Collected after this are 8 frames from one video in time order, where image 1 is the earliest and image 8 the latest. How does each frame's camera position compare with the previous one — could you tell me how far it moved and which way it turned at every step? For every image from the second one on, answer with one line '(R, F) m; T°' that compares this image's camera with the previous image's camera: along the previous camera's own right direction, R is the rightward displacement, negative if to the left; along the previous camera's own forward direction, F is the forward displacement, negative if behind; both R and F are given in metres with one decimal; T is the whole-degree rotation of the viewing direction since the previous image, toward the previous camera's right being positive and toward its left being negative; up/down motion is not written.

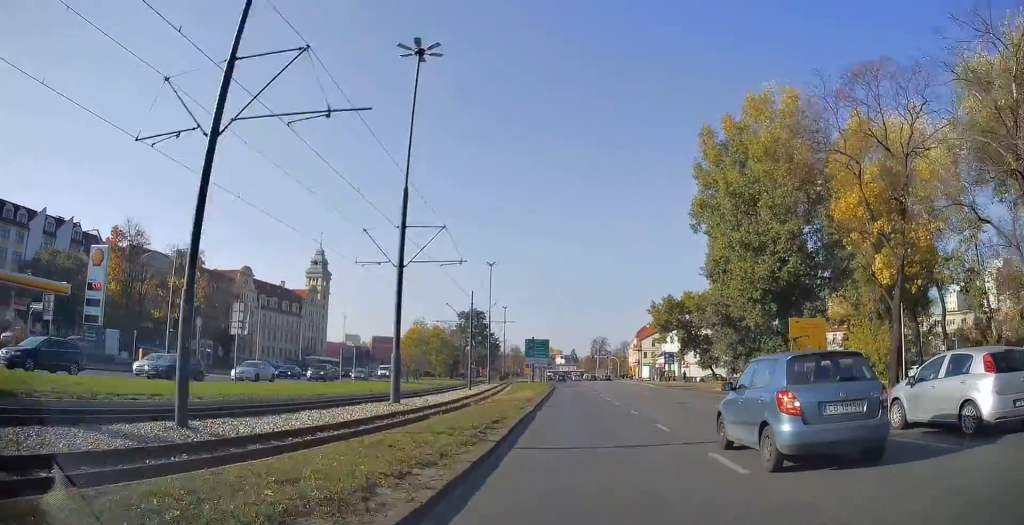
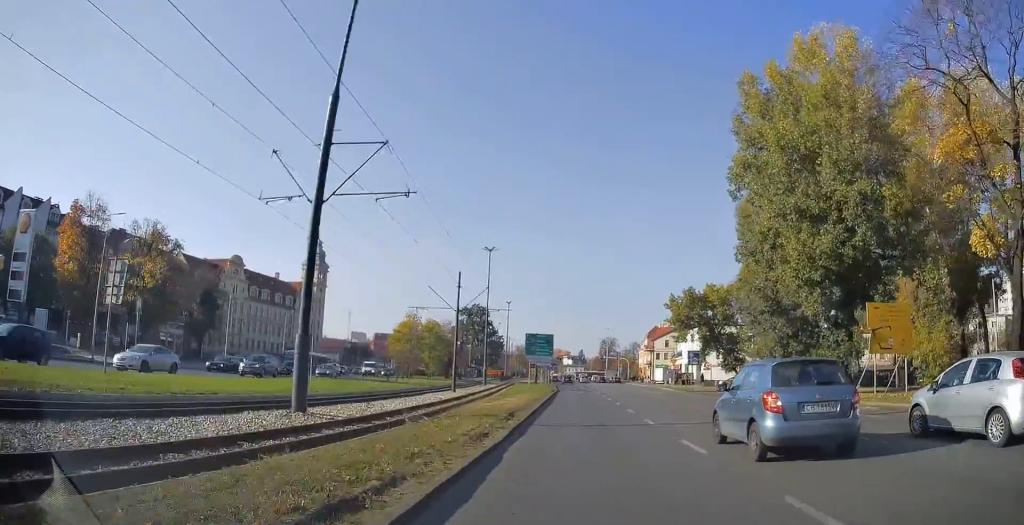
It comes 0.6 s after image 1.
(-0.2, +9.5) m; -1°
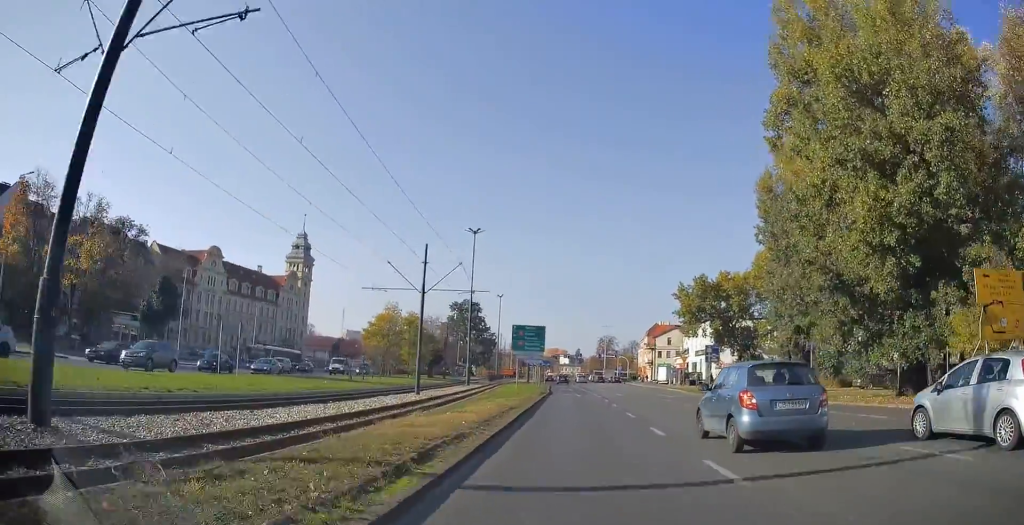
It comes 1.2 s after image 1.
(-0.3, +9.0) m; 0°
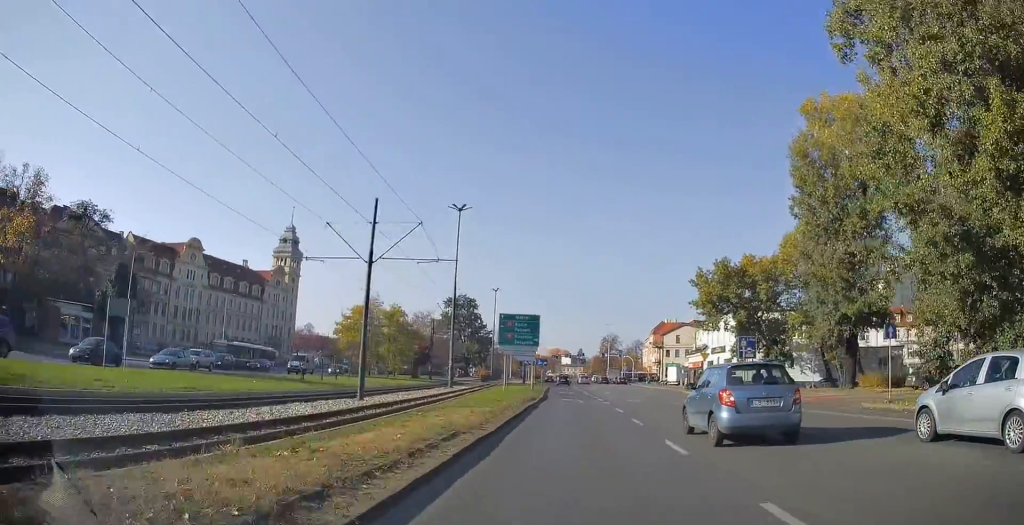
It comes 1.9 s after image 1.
(+0.3, +9.3) m; 0°
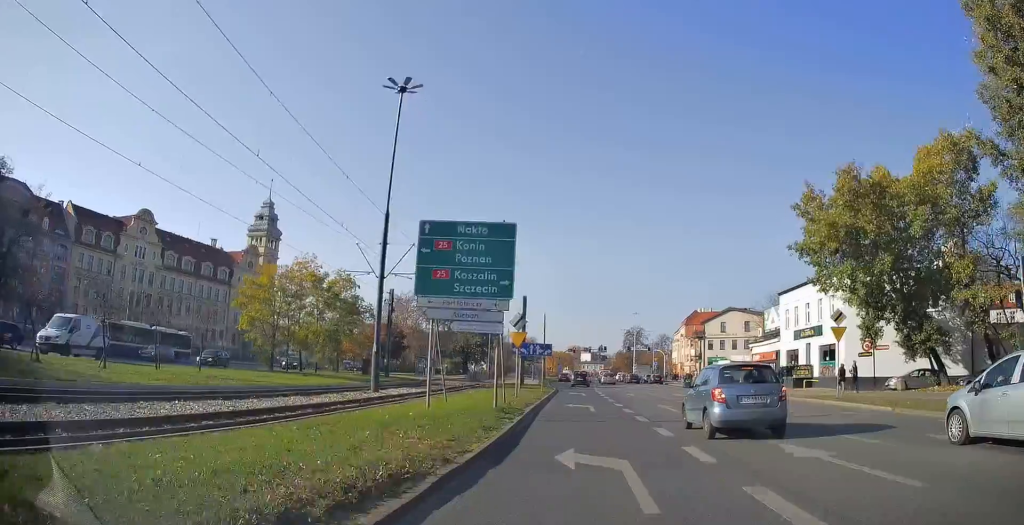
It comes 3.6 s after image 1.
(-0.4, +24.3) m; -2°
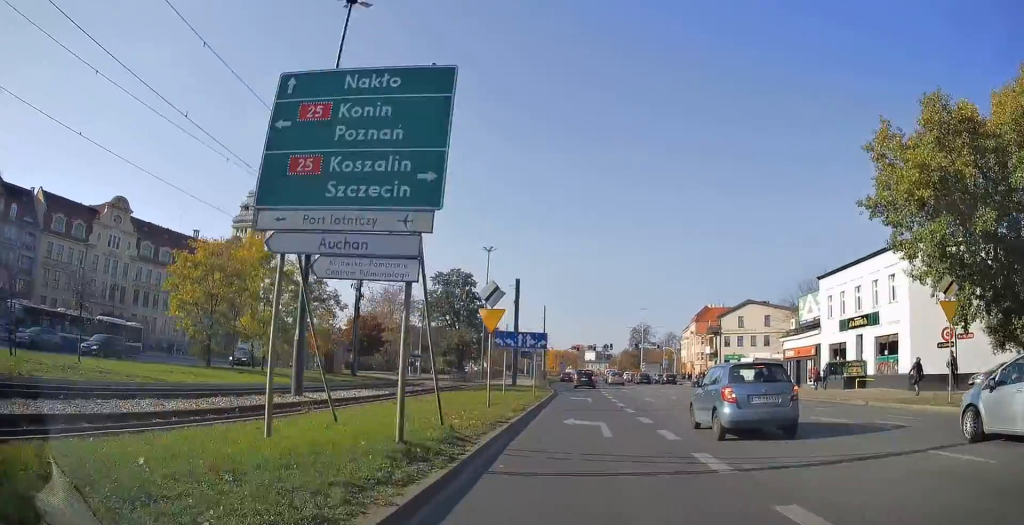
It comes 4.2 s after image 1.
(+0.1, +9.2) m; -1°
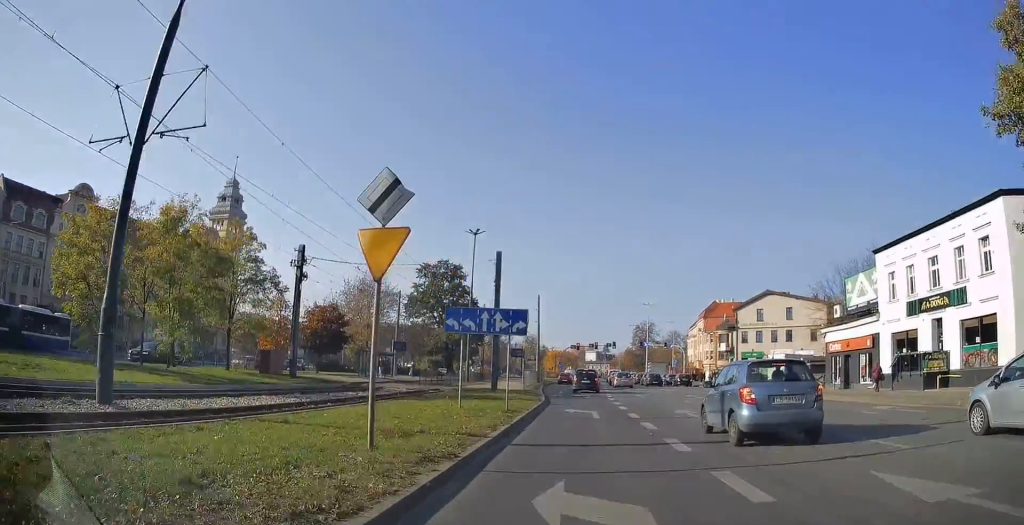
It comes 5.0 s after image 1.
(-0.4, +10.3) m; -1°
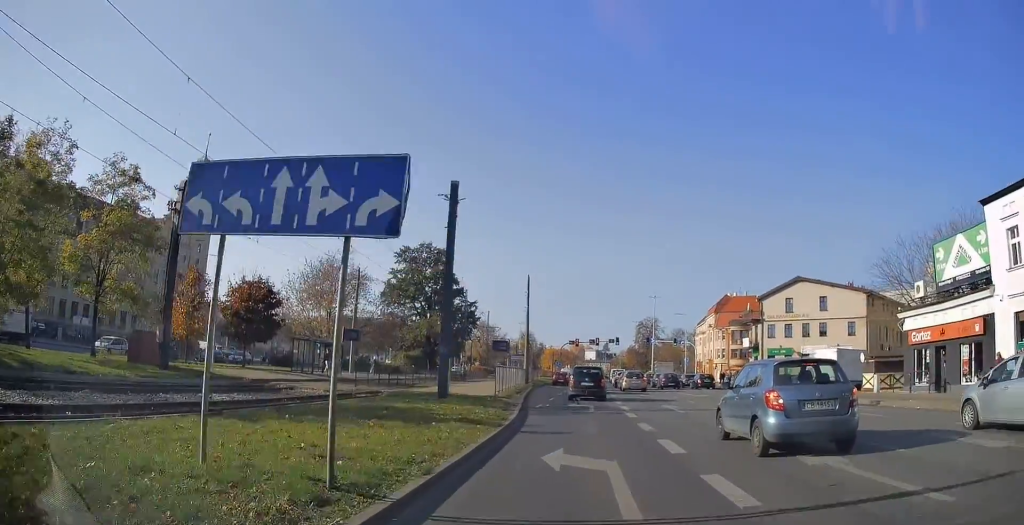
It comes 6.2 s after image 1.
(+0.2, +13.2) m; +1°
